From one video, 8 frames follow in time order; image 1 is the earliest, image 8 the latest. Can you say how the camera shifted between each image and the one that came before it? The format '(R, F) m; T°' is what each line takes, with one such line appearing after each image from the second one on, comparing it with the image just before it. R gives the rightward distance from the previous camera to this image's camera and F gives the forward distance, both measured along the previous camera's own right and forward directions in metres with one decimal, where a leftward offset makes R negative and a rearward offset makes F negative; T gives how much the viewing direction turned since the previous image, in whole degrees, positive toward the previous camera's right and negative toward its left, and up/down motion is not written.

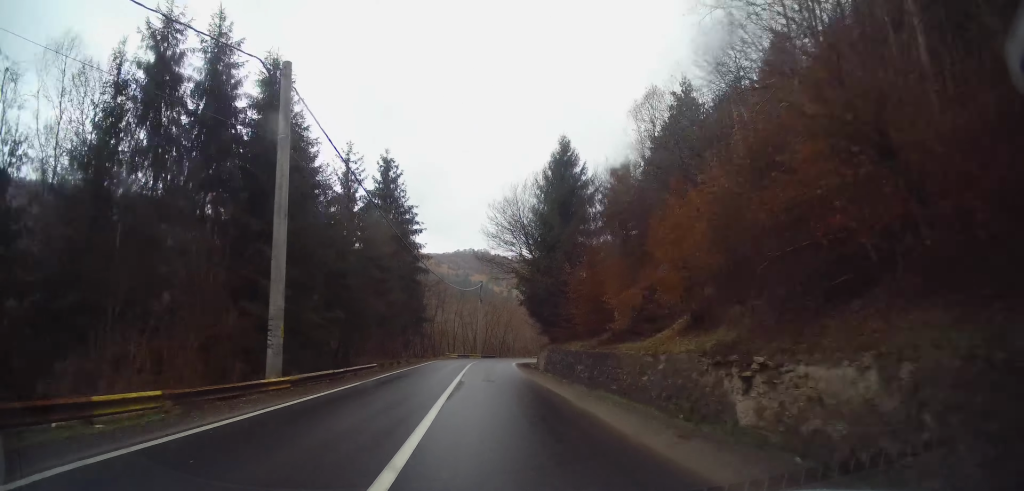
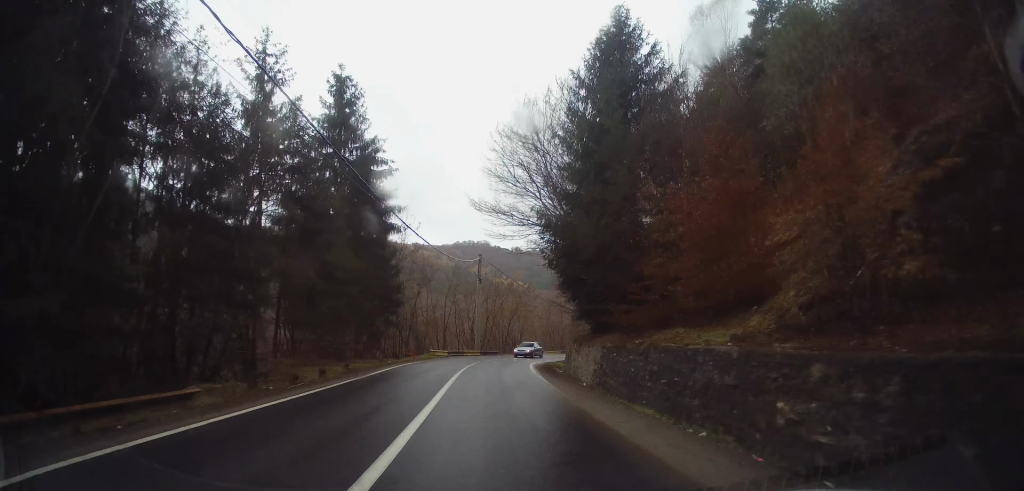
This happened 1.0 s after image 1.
(0.0, +15.0) m; 0°
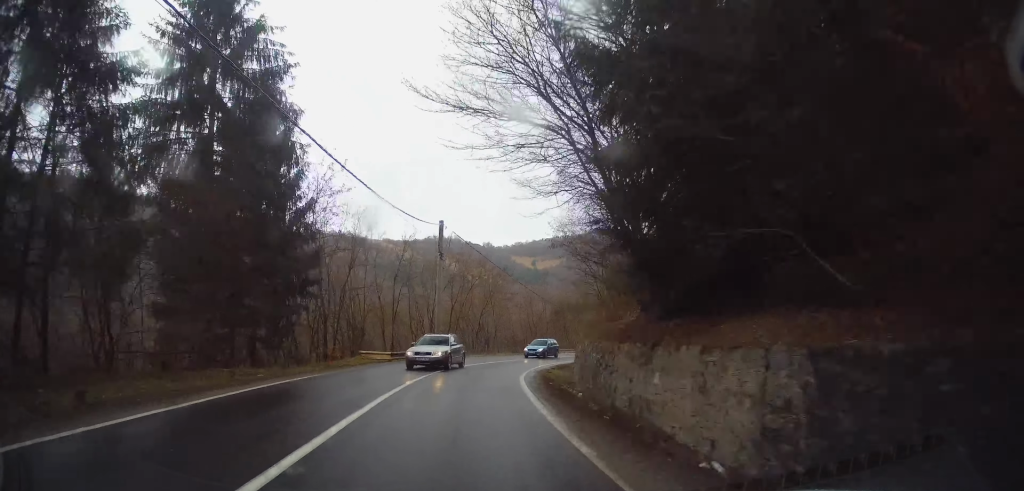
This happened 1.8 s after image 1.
(-0.1, +12.8) m; +1°
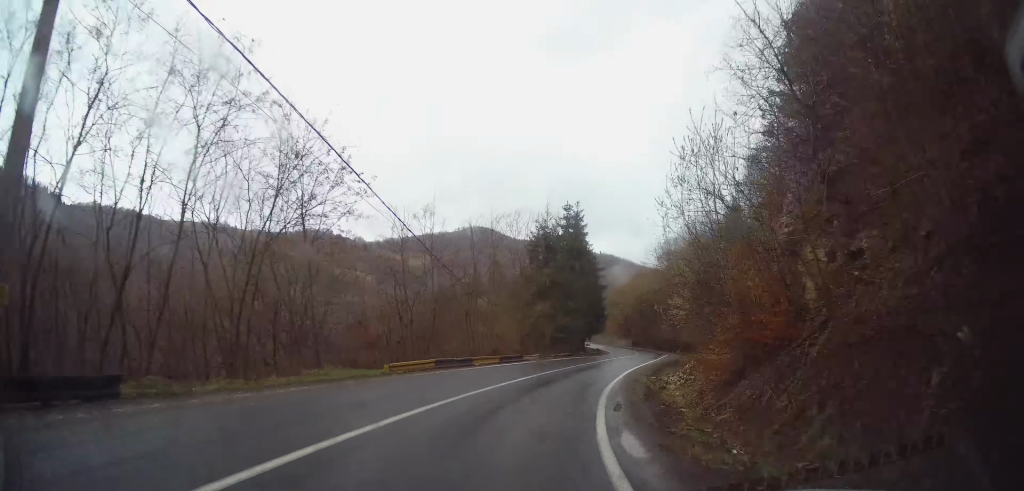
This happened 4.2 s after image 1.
(+4.0, +31.0) m; +17°
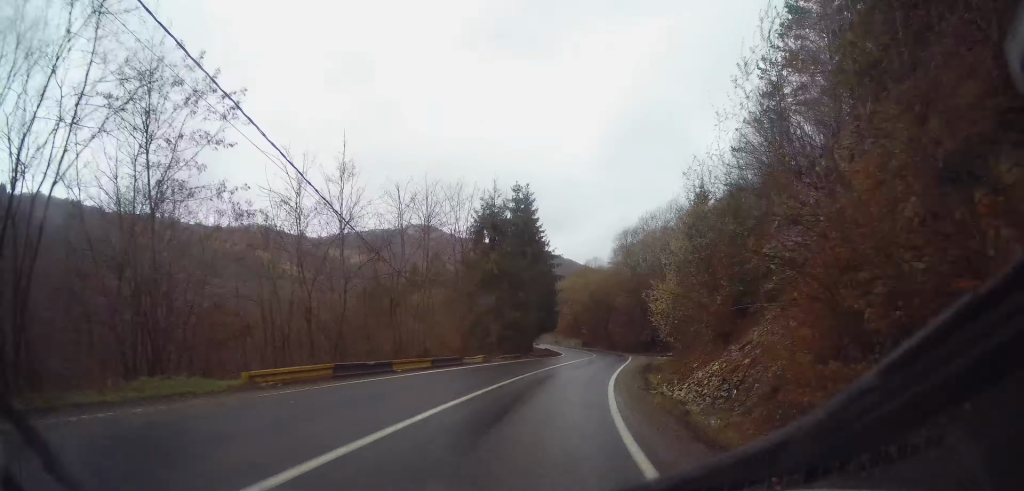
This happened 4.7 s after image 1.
(-0.1, +7.0) m; +5°
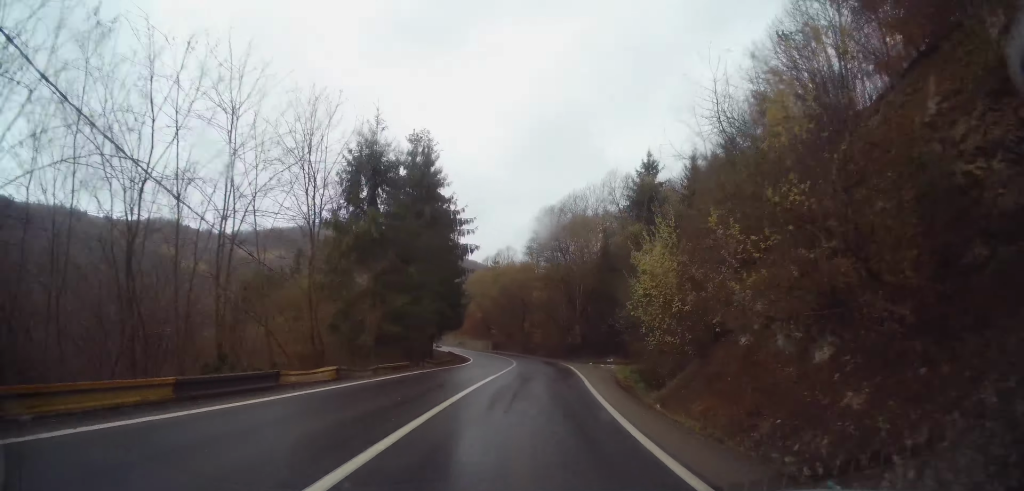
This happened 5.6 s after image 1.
(+1.4, +12.7) m; +8°
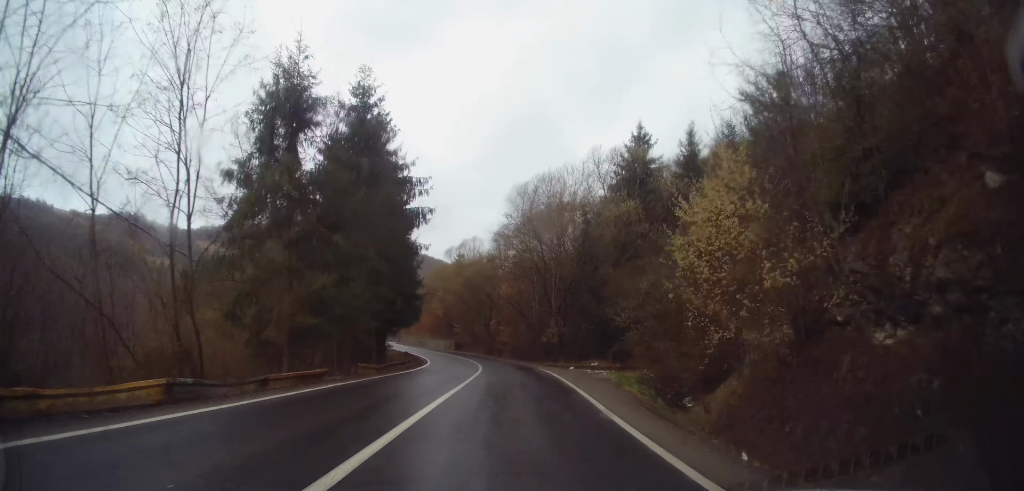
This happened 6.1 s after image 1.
(+0.2, +7.2) m; +2°
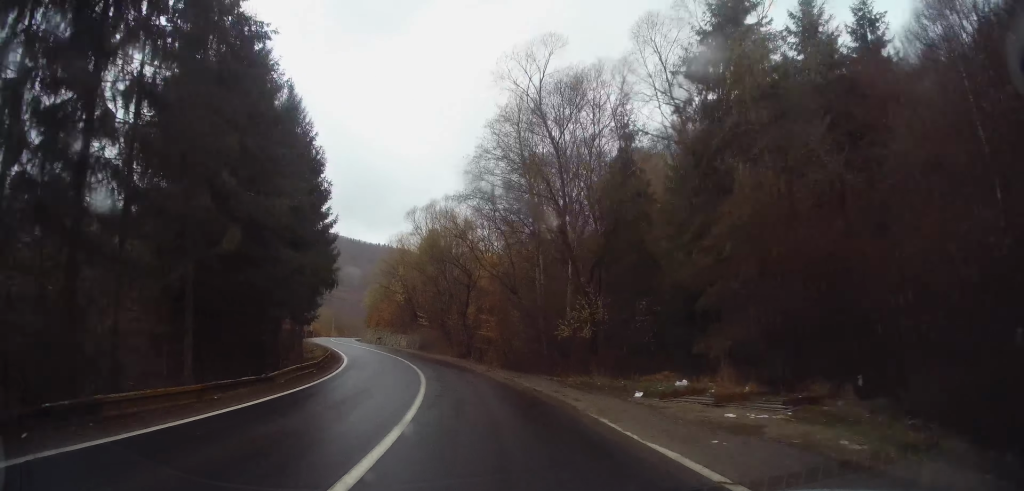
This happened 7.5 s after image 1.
(+0.7, +19.8) m; +1°
